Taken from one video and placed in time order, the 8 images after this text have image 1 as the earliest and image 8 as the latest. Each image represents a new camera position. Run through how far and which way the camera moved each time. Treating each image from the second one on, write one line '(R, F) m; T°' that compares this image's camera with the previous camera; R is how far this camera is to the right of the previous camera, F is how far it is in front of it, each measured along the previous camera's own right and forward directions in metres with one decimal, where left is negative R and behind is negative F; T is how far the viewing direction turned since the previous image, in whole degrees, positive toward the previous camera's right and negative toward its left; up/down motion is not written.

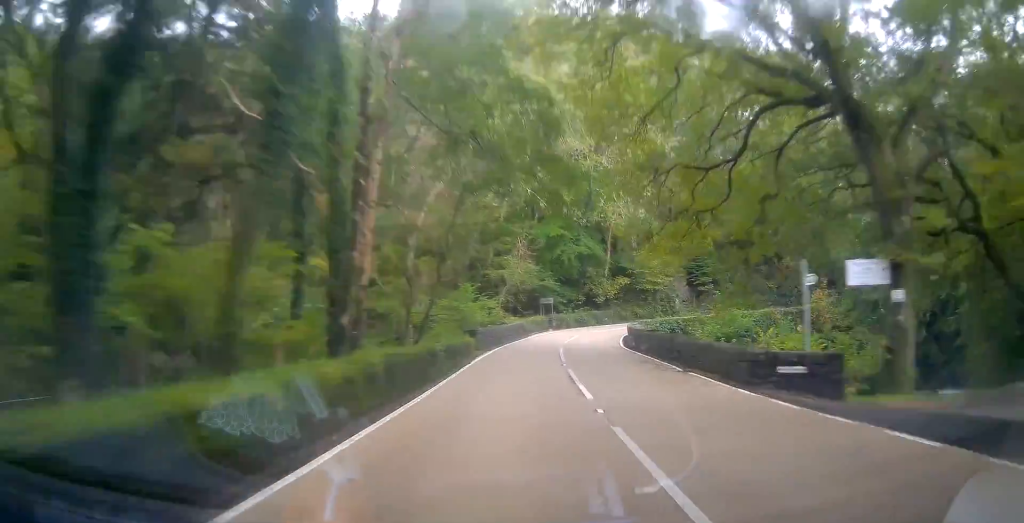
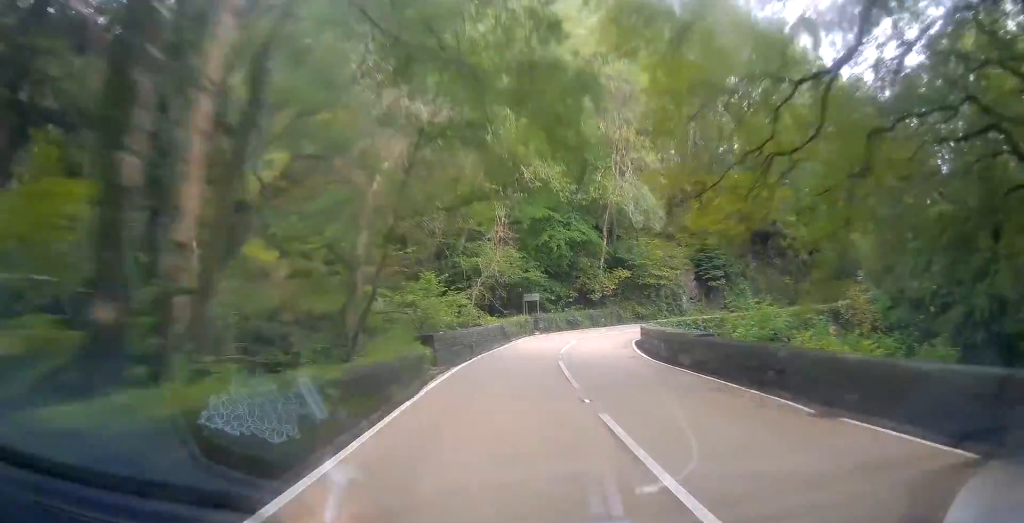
(+0.5, +8.4) m; +5°
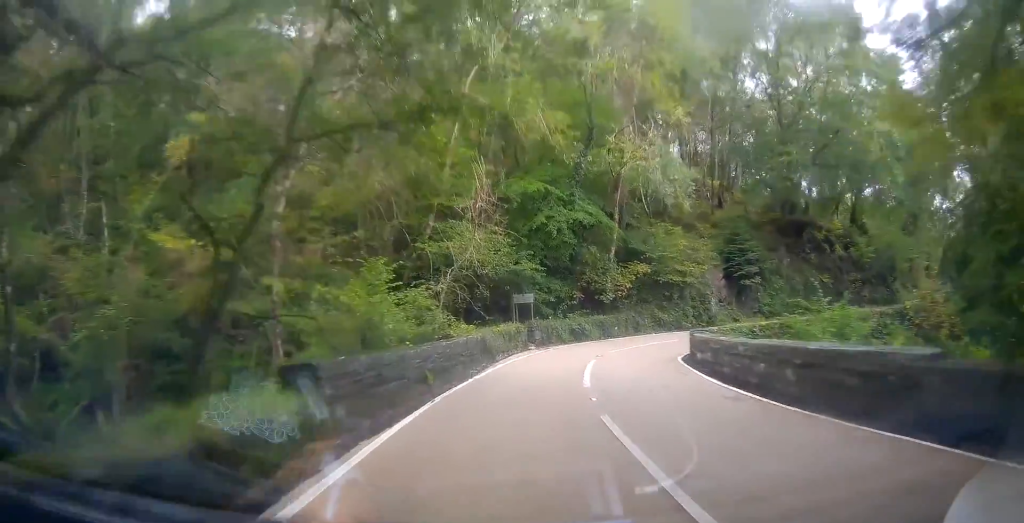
(+0.5, +9.4) m; +4°
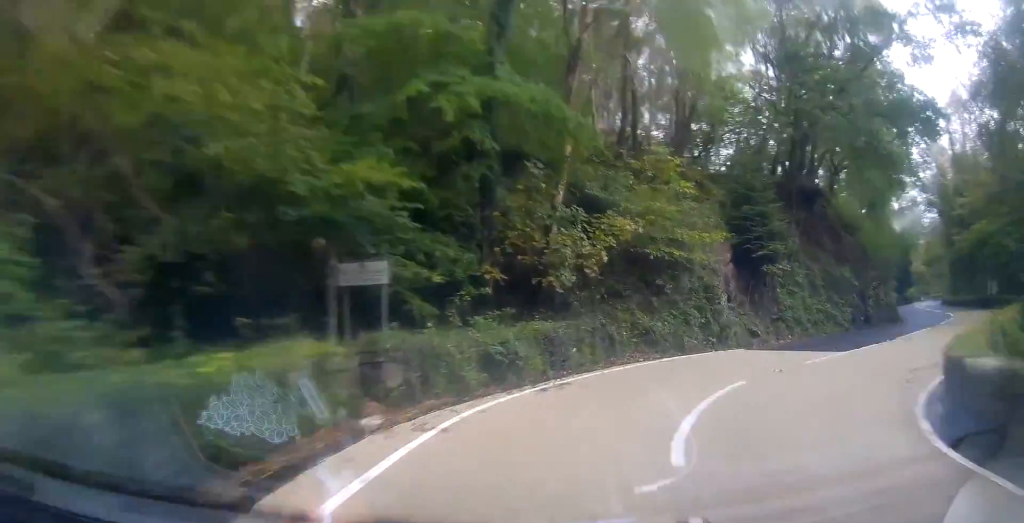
(+0.9, +16.6) m; +7°
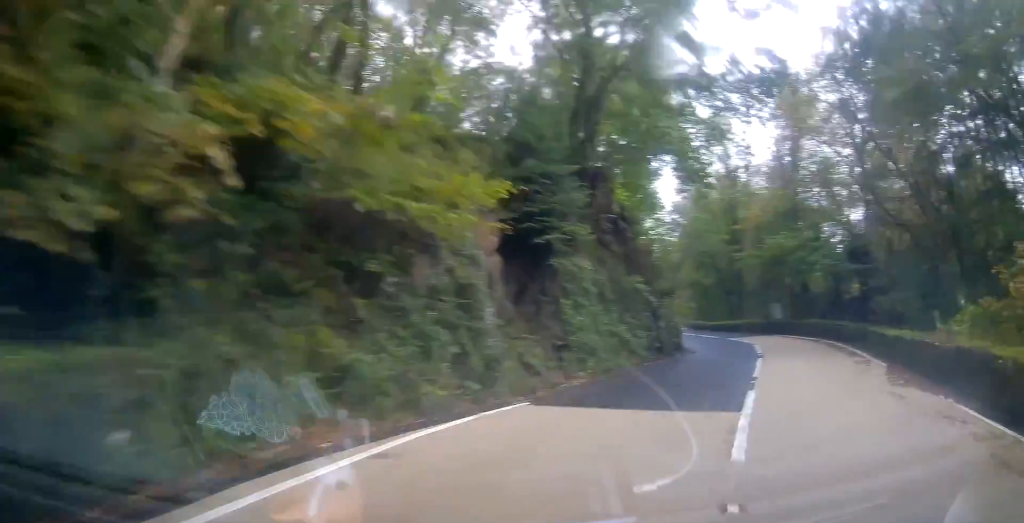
(+0.5, +9.8) m; +10°
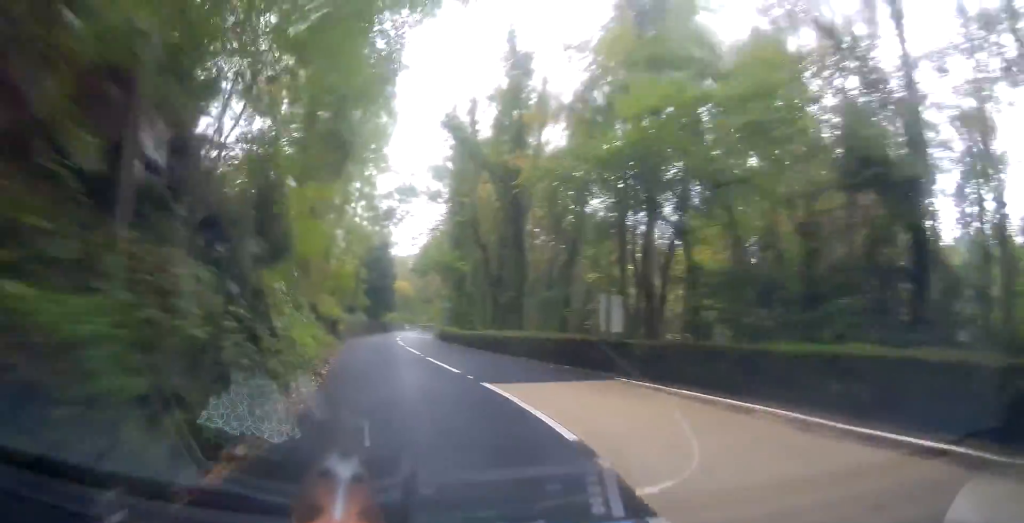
(+6.7, +26.0) m; +23°
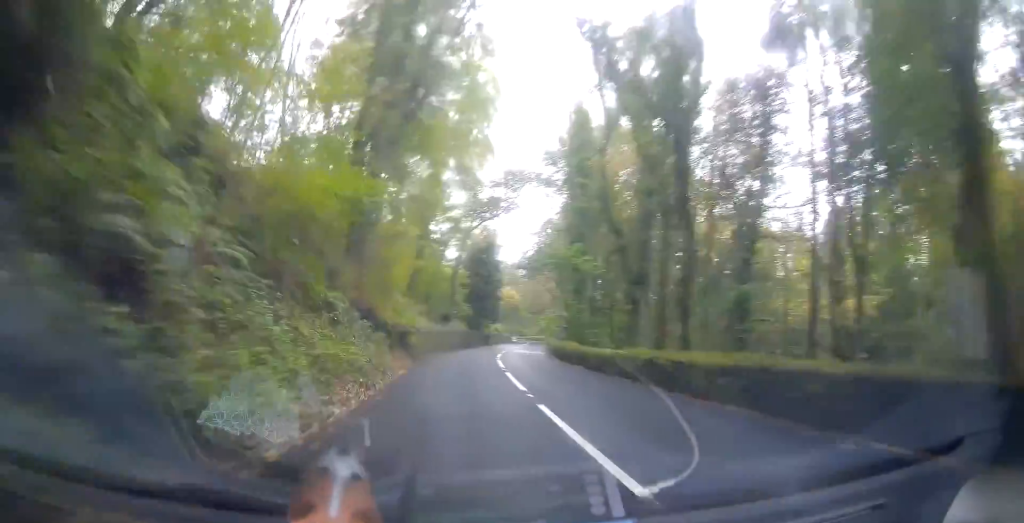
(+0.5, +11.9) m; 0°
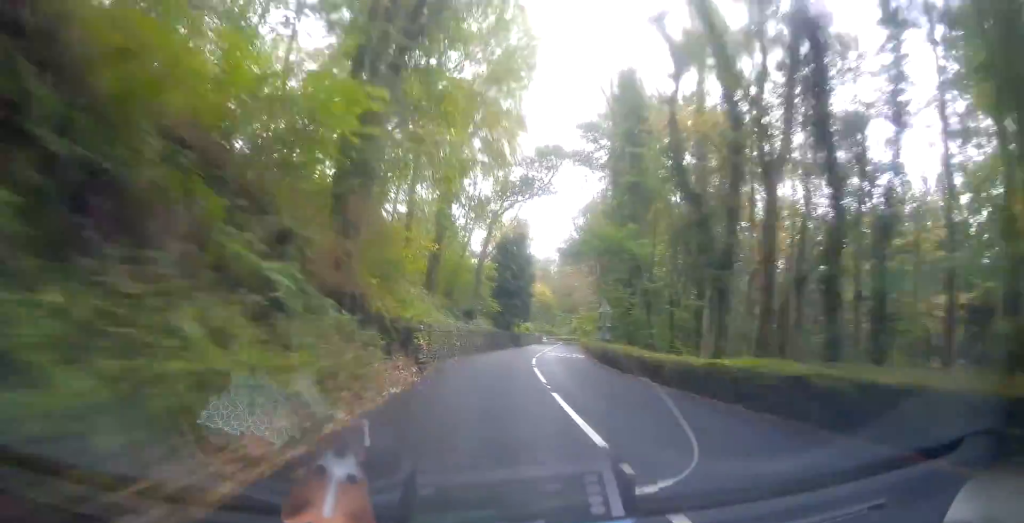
(-0.2, +7.8) m; -2°
